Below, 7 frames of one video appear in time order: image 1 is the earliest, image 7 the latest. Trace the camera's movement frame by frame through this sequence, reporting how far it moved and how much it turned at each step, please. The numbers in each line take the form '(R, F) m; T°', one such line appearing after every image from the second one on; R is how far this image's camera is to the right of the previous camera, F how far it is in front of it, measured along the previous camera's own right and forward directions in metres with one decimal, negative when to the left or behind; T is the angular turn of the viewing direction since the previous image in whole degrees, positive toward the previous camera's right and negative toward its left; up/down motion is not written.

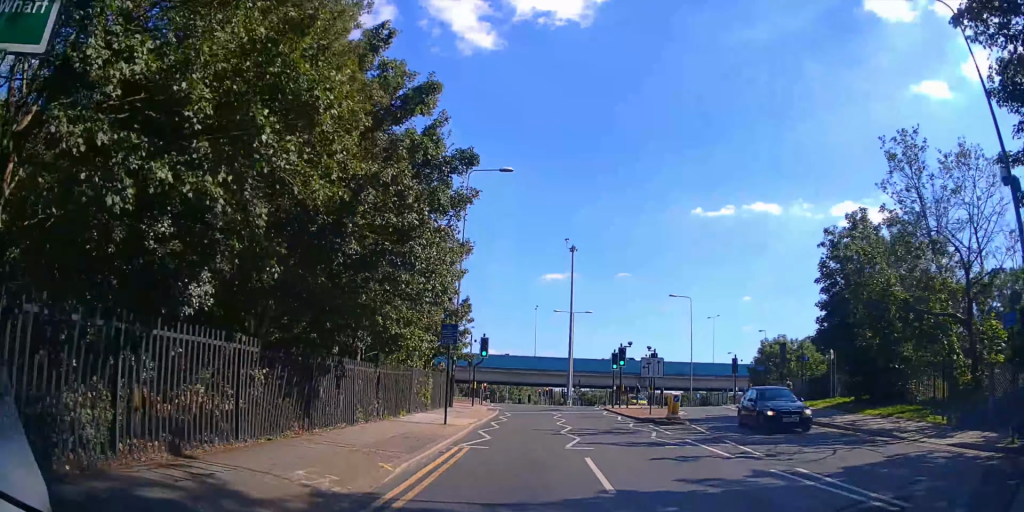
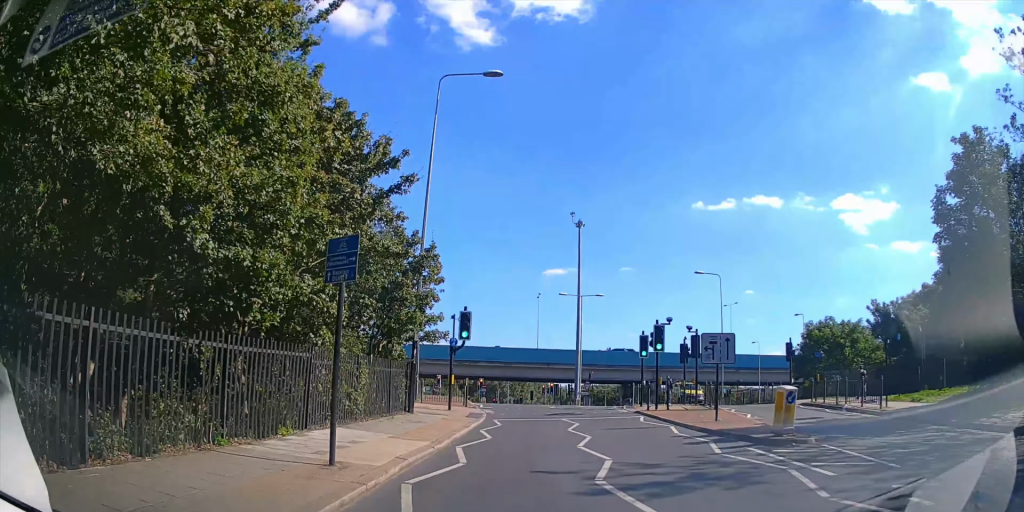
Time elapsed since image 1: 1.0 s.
(0.0, +10.7) m; 0°
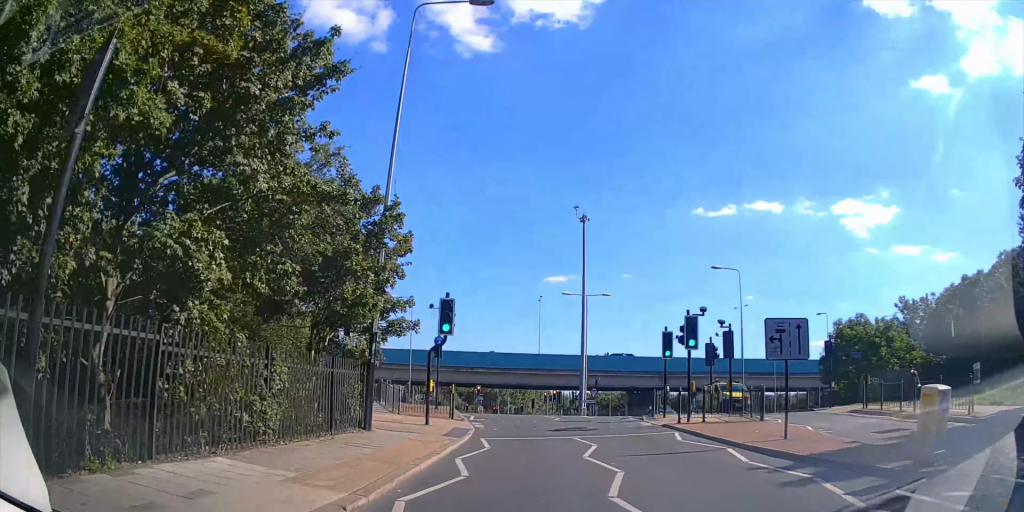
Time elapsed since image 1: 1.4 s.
(0.0, +4.5) m; 0°
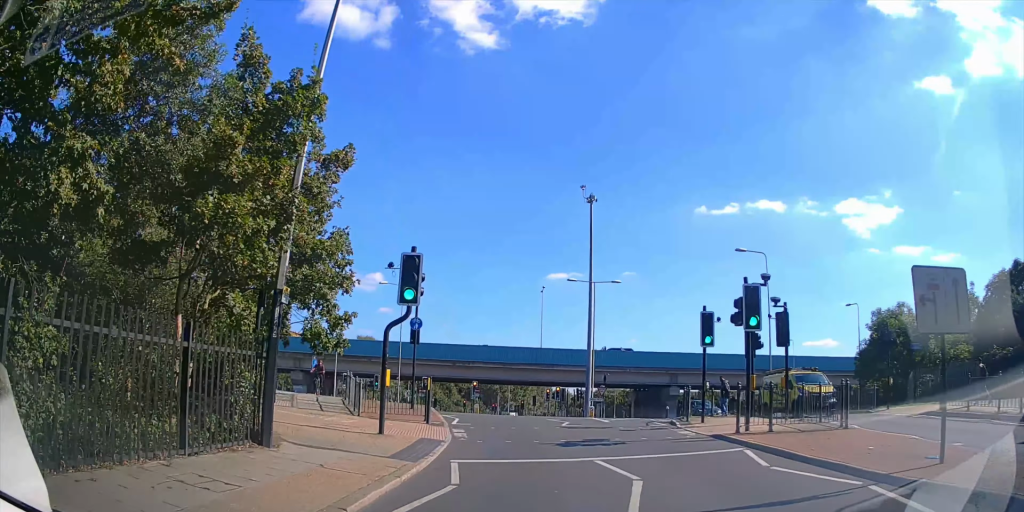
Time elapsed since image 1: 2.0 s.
(0.0, +5.9) m; 0°
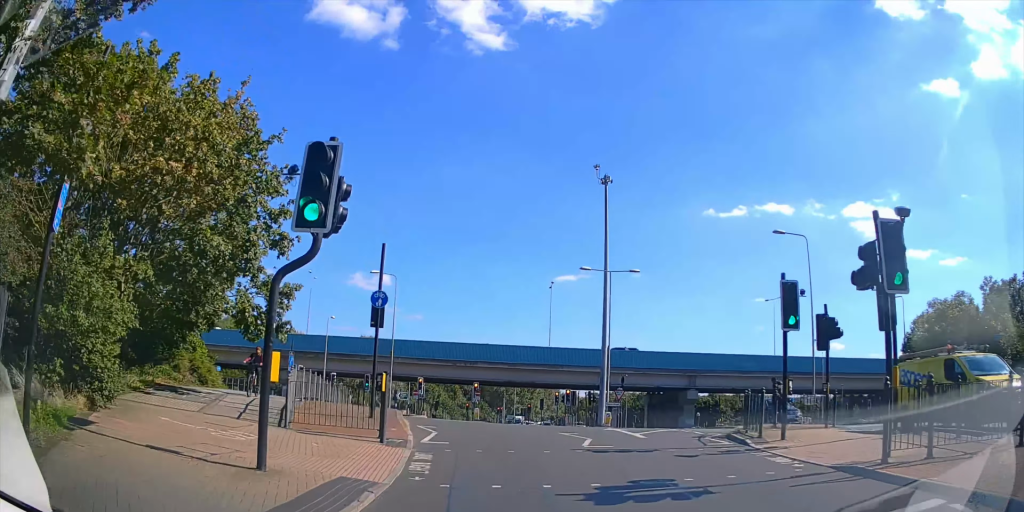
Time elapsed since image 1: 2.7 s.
(+0.1, +6.9) m; 0°
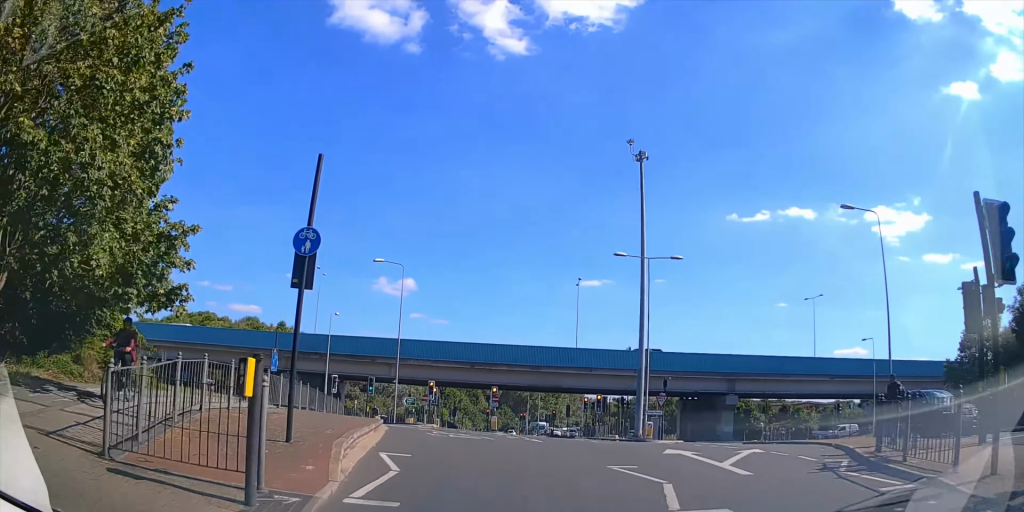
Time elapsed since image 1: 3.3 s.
(-0.1, +6.4) m; -2°
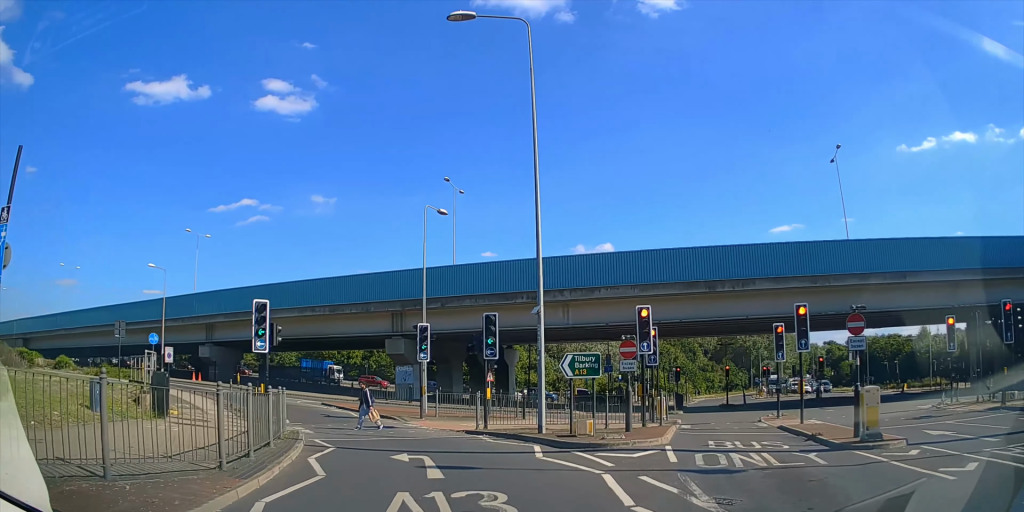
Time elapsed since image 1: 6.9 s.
(-5.4, +29.4) m; -22°
